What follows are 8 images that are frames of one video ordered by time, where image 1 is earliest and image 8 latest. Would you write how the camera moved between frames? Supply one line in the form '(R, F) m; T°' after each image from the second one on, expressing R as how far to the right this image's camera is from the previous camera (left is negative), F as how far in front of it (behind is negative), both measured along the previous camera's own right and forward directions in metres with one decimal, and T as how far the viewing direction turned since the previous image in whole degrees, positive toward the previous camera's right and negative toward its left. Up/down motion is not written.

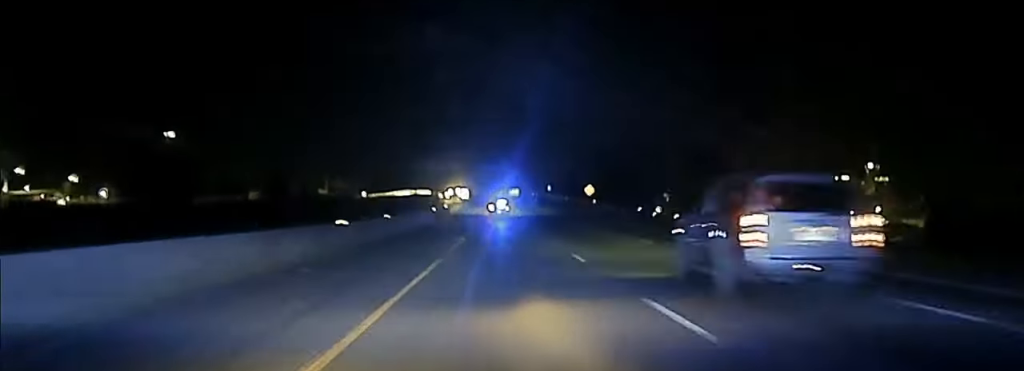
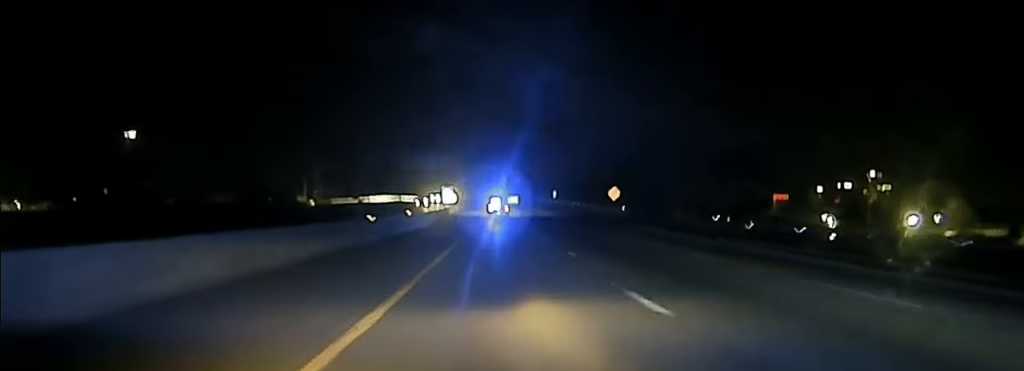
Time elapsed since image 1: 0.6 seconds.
(0.0, +34.7) m; 0°
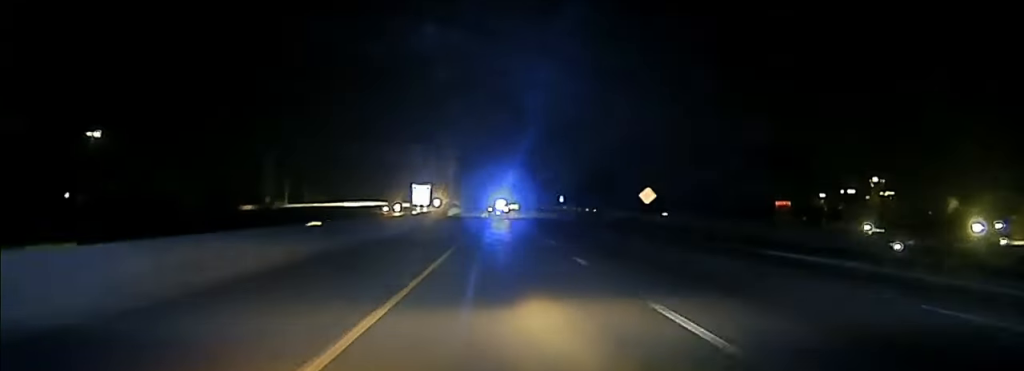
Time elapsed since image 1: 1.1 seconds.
(0.0, +26.9) m; 0°
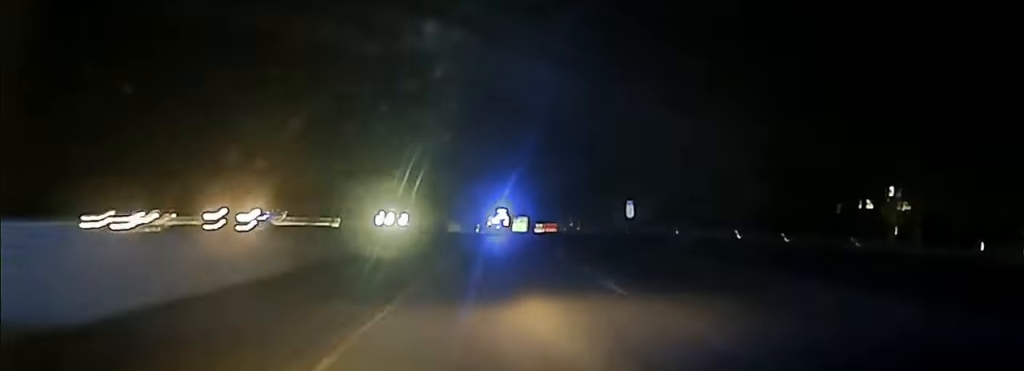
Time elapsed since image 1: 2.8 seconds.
(0.0, +102.2) m; 0°
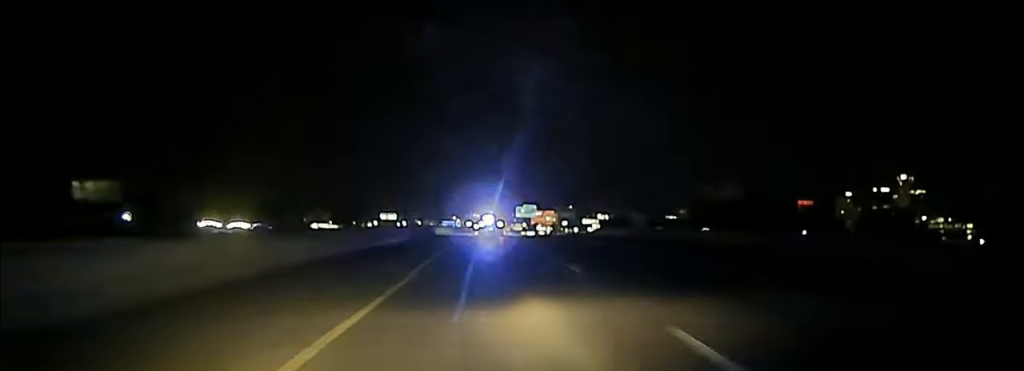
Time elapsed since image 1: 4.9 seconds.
(-0.7, +118.9) m; 0°
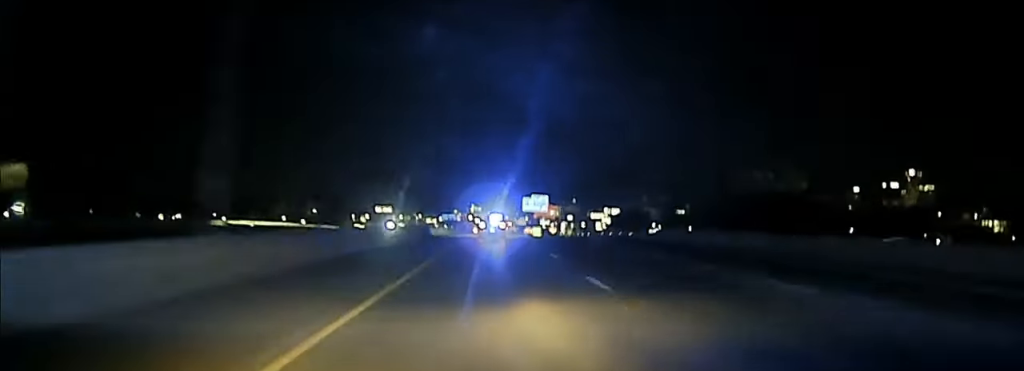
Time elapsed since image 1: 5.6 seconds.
(+0.2, +41.0) m; 0°
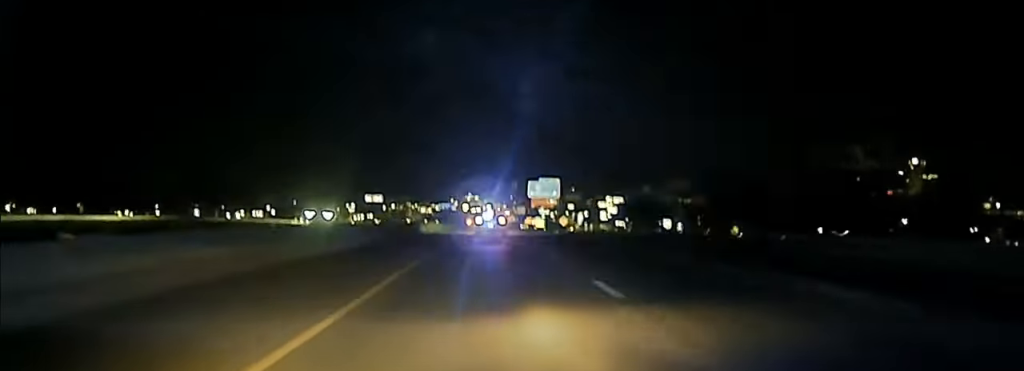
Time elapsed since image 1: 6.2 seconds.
(0.0, +38.6) m; 0°
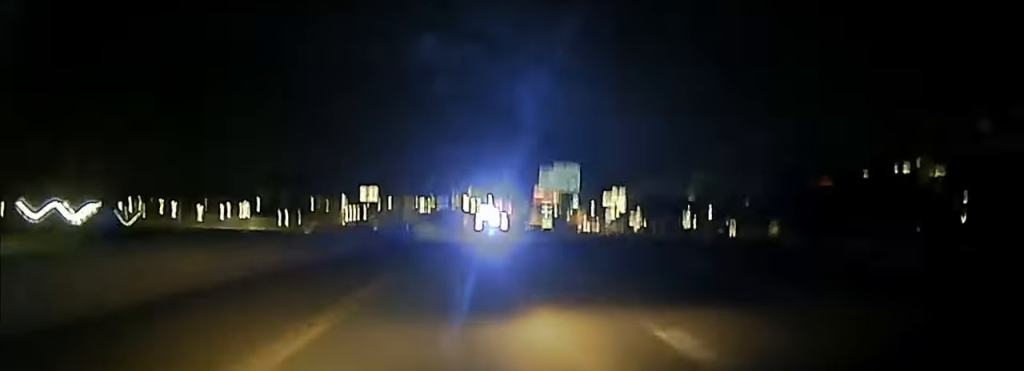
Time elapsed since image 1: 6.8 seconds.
(0.0, +32.1) m; 0°
